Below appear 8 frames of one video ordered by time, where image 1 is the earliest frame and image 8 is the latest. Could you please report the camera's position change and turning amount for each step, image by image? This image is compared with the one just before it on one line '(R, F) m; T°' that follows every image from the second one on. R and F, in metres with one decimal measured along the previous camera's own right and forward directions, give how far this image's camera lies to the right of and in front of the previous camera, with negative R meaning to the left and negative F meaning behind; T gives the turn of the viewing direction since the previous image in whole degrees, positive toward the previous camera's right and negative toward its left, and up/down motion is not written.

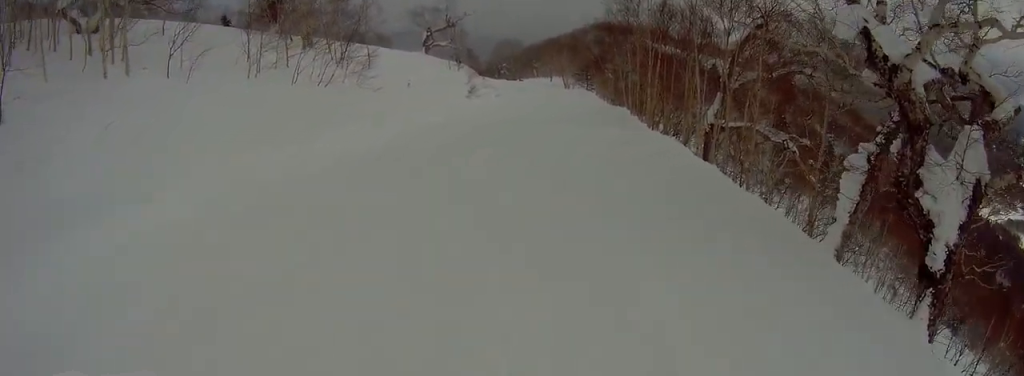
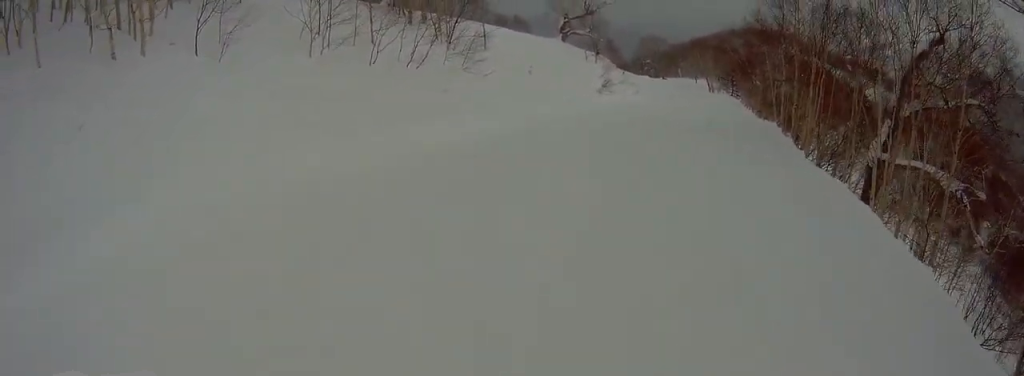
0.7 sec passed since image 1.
(-0.3, +4.1) m; -4°
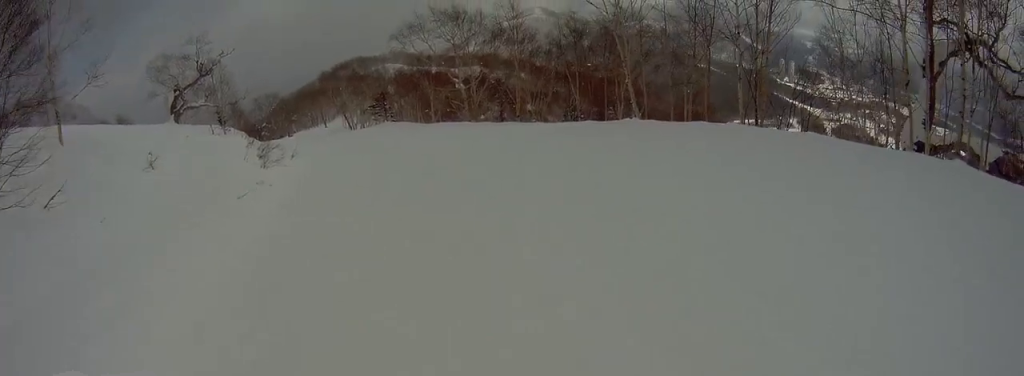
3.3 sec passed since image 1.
(-0.3, +14.1) m; +5°
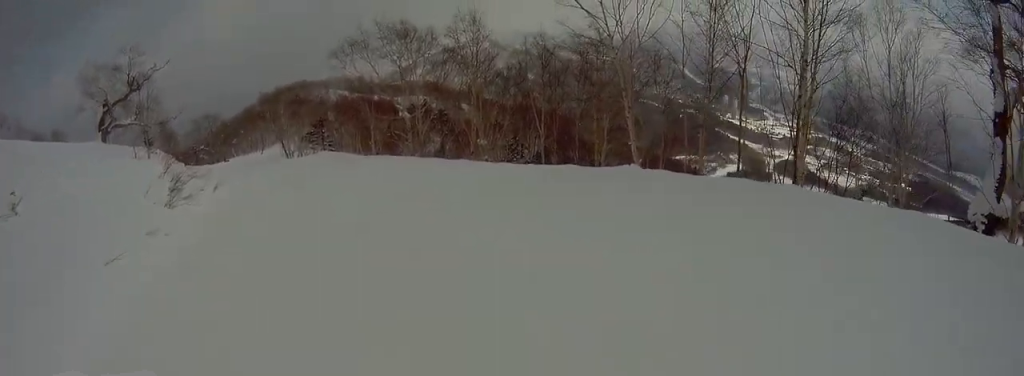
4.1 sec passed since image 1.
(+0.1, +3.7) m; +11°
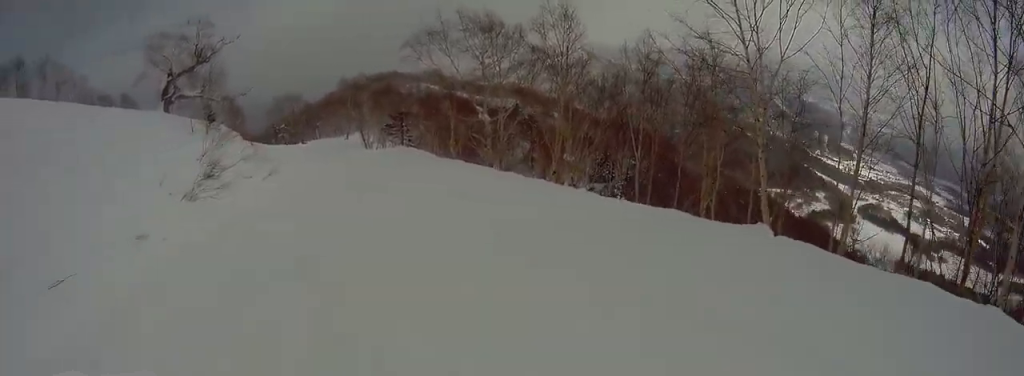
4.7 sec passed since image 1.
(+0.5, +2.9) m; +11°
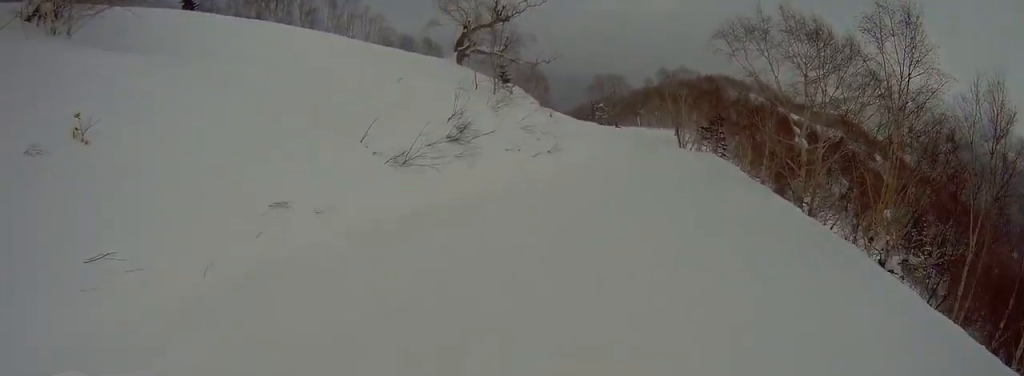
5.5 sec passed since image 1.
(+0.3, +4.1) m; -8°
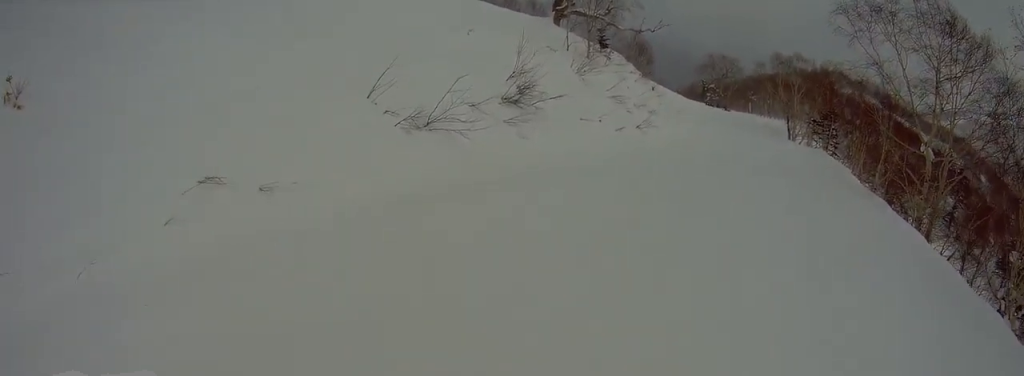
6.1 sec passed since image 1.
(-0.2, +3.3) m; -9°
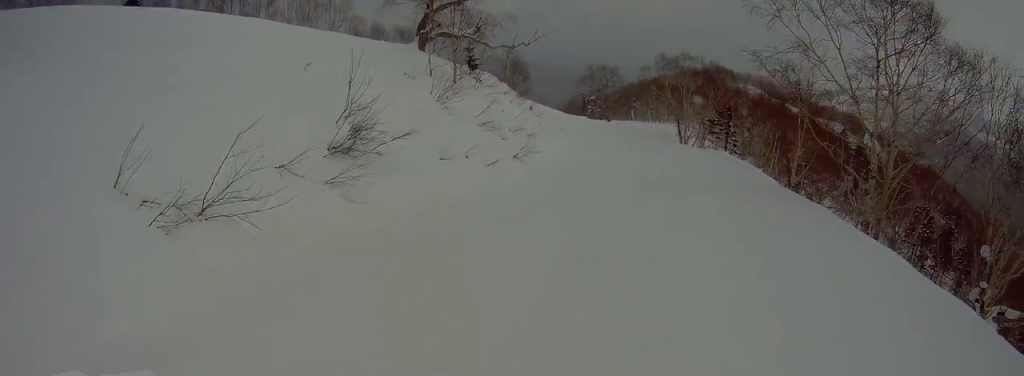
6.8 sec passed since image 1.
(-0.9, +3.8) m; -9°
